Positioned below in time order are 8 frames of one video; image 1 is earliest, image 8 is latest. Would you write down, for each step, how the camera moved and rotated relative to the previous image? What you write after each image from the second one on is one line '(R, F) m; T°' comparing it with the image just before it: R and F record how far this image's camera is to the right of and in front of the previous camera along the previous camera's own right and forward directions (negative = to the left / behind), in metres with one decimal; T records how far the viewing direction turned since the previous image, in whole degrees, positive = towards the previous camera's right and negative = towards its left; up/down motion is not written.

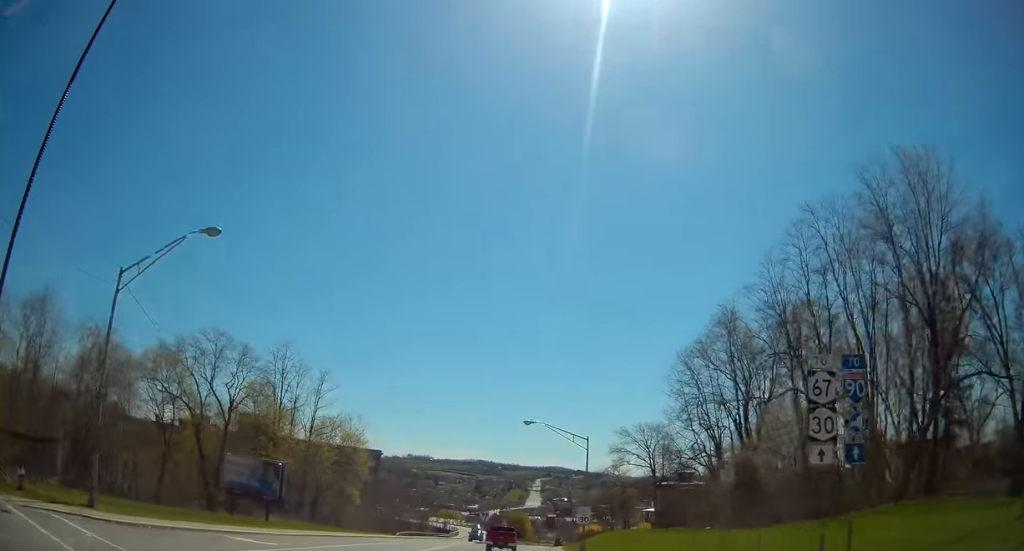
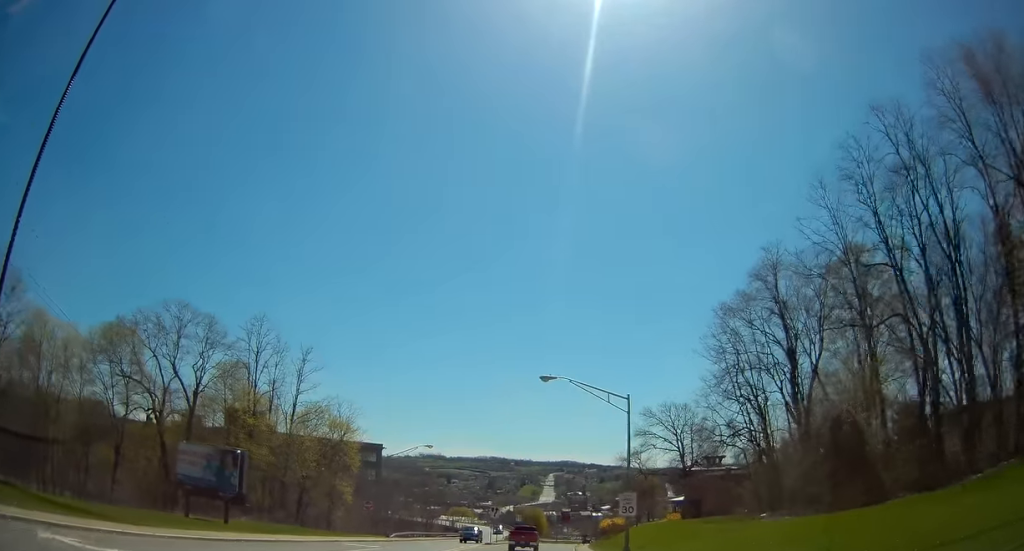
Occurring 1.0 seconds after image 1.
(0.0, +12.1) m; 0°
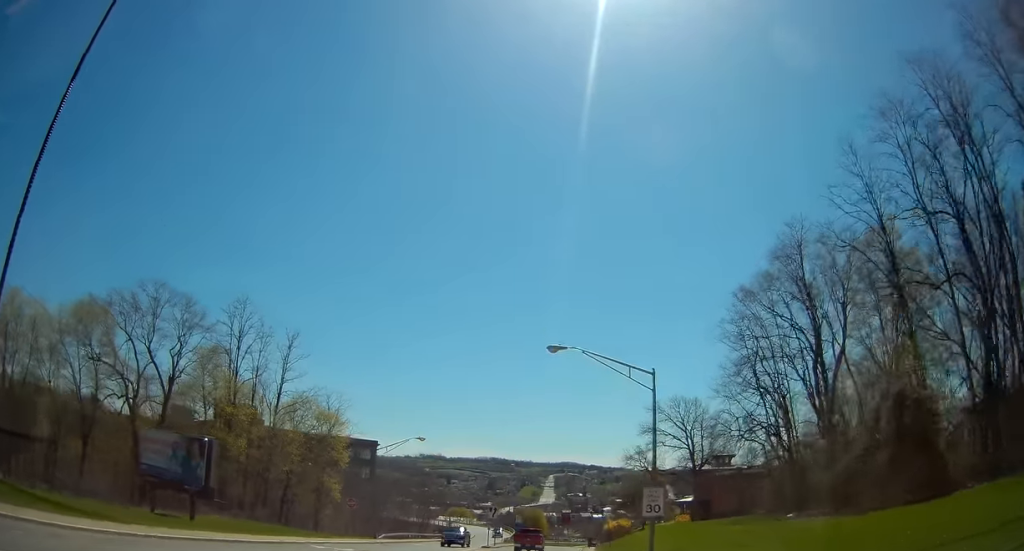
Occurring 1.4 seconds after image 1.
(0.0, +5.7) m; 0°
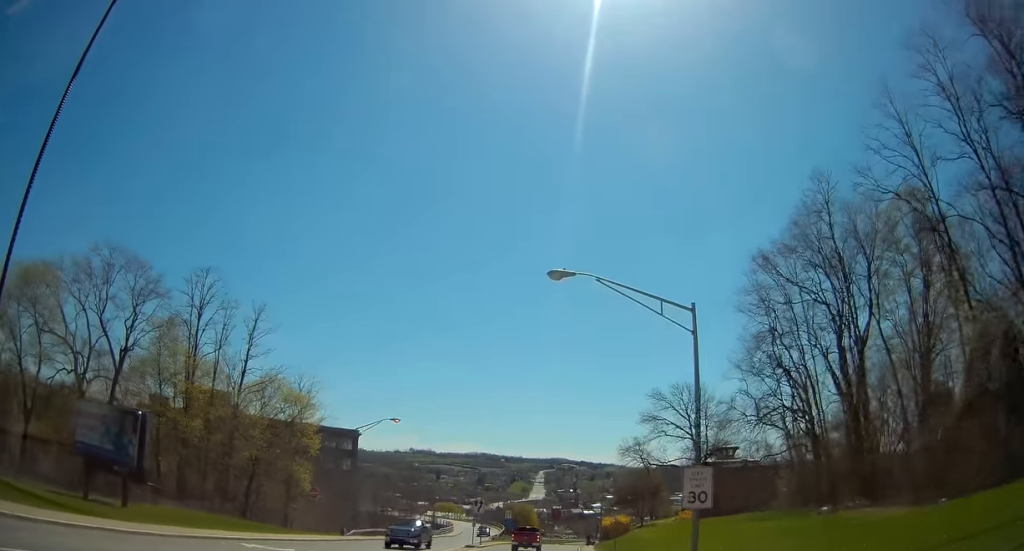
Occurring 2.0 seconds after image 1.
(0.0, +7.9) m; 0°
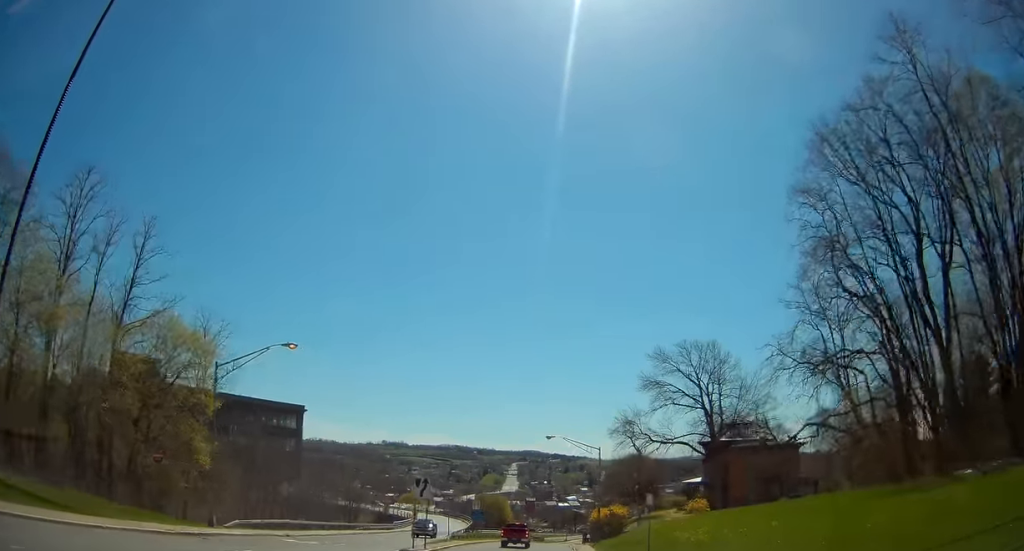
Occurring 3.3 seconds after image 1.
(+0.2, +19.3) m; +3°
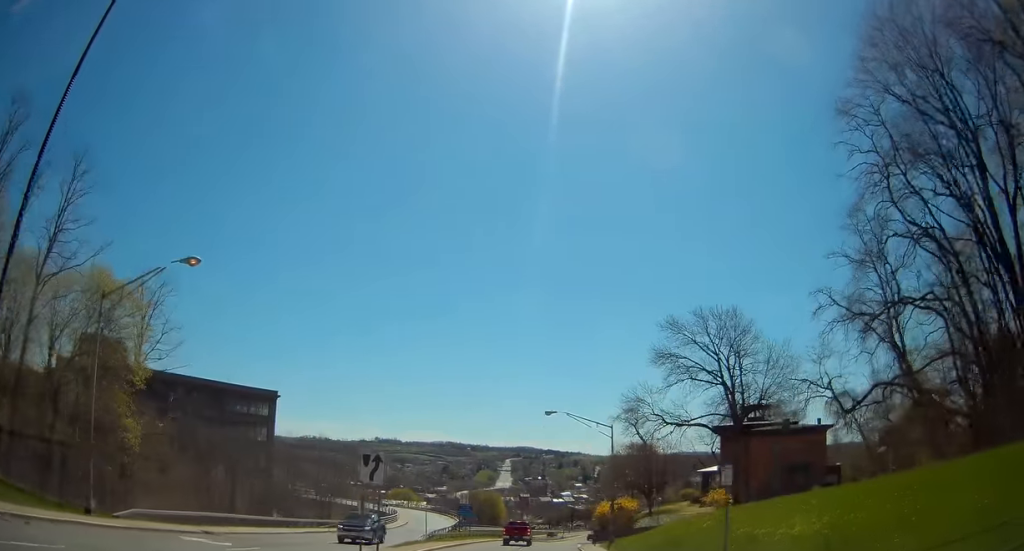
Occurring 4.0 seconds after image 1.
(+0.2, +11.1) m; +1°
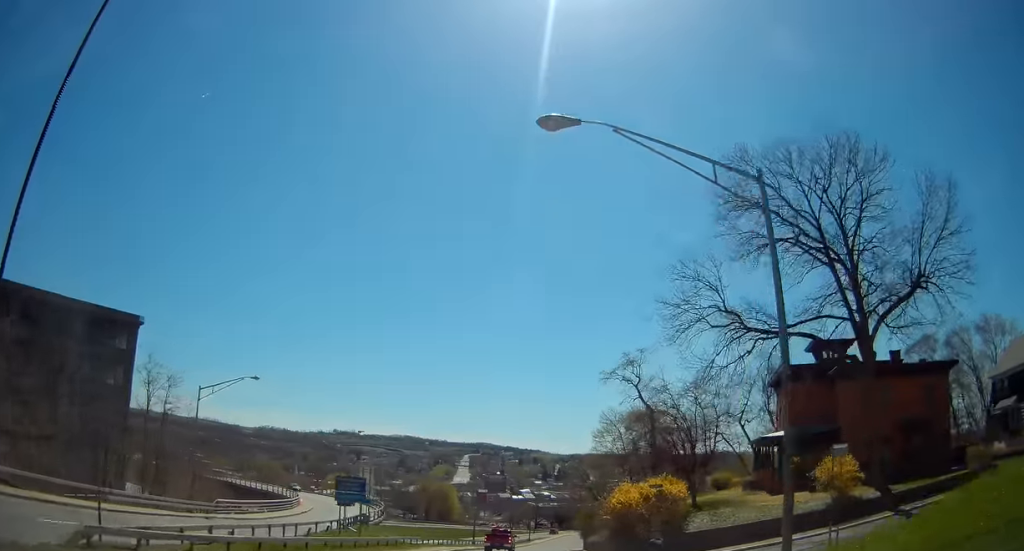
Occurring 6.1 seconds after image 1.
(+1.0, +35.8) m; +3°
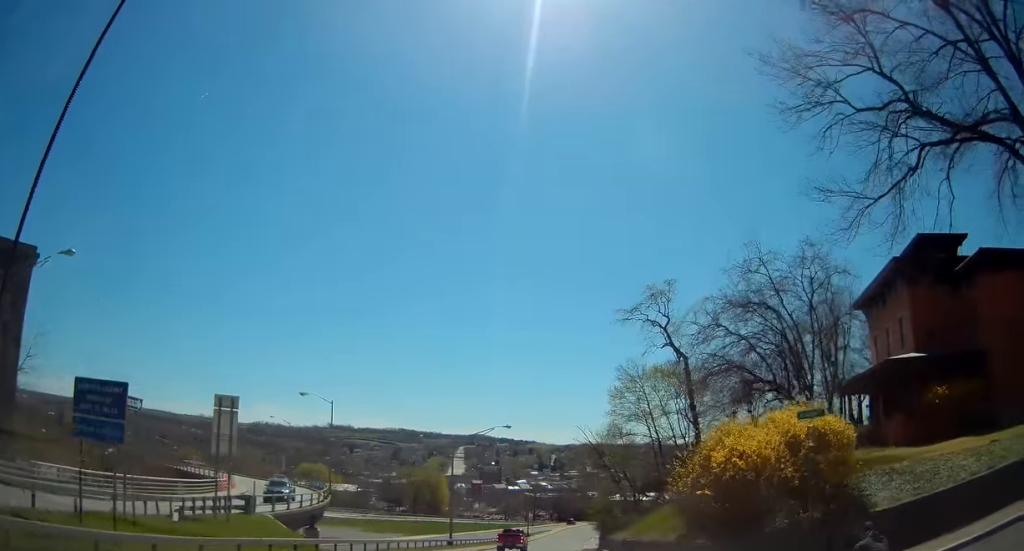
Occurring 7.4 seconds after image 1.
(0.0, +19.7) m; +2°
